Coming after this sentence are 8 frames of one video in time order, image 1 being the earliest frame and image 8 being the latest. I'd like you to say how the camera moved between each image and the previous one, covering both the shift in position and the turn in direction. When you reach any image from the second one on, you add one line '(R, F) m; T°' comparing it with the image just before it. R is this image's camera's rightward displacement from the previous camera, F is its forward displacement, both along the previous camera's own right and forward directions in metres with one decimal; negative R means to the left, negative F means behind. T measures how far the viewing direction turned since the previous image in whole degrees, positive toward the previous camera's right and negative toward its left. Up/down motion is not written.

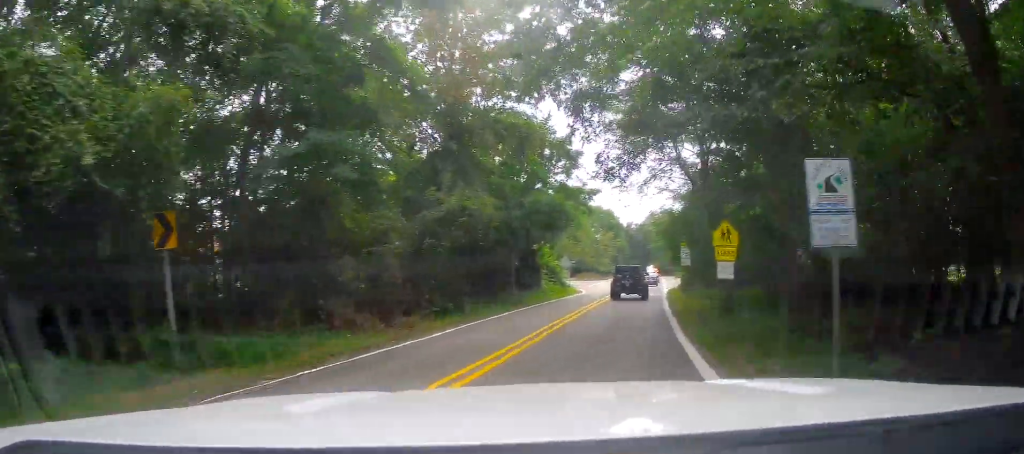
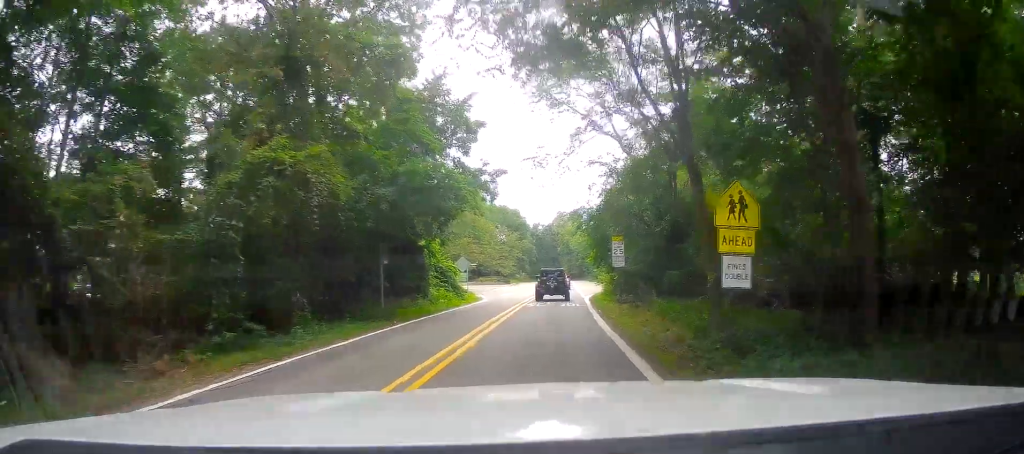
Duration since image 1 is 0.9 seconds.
(+1.0, +9.0) m; +17°
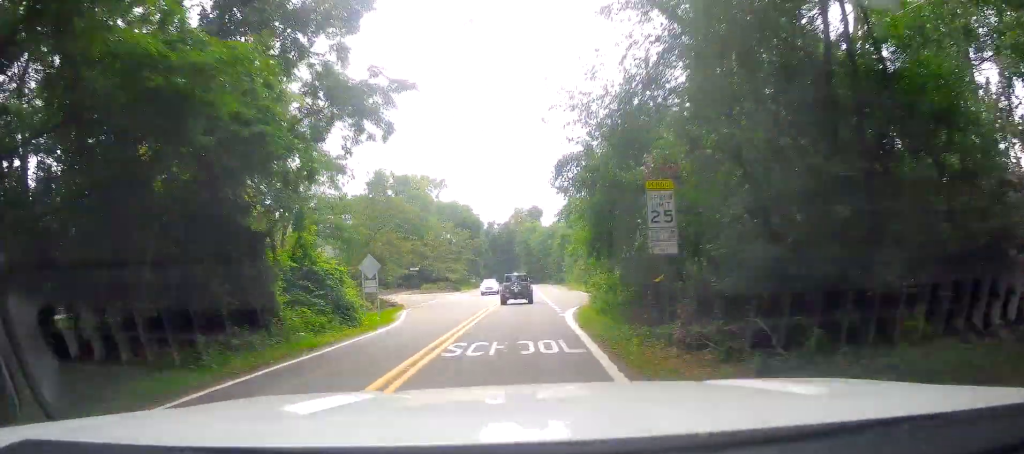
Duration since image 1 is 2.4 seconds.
(+3.6, +14.8) m; +18°
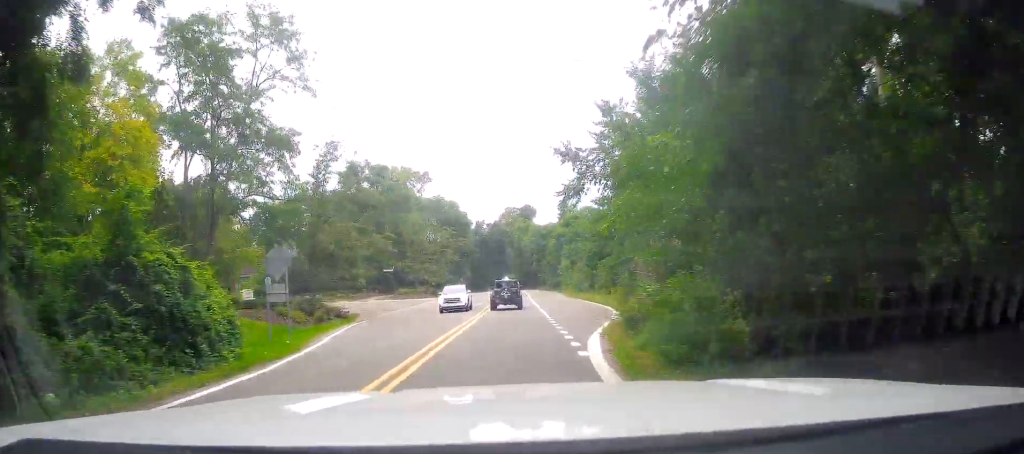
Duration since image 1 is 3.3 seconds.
(+0.5, +9.7) m; +4°
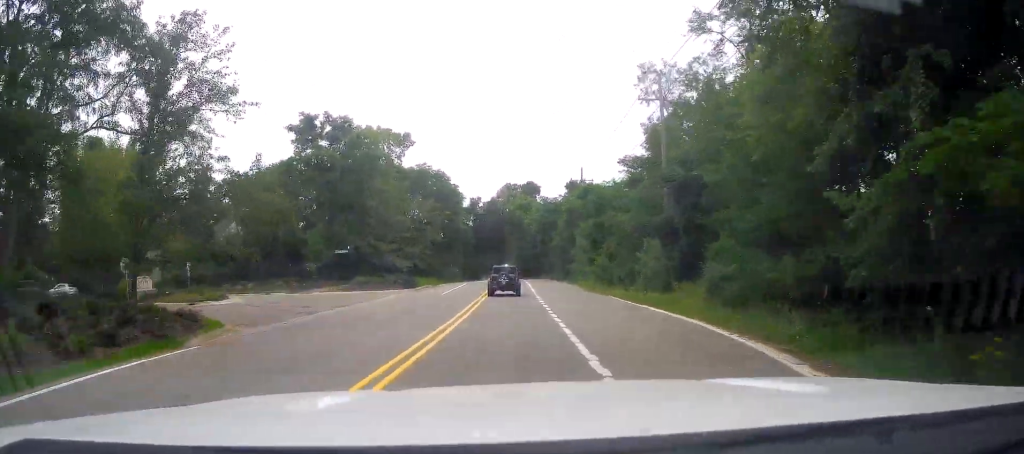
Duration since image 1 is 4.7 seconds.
(+0.5, +16.8) m; -1°
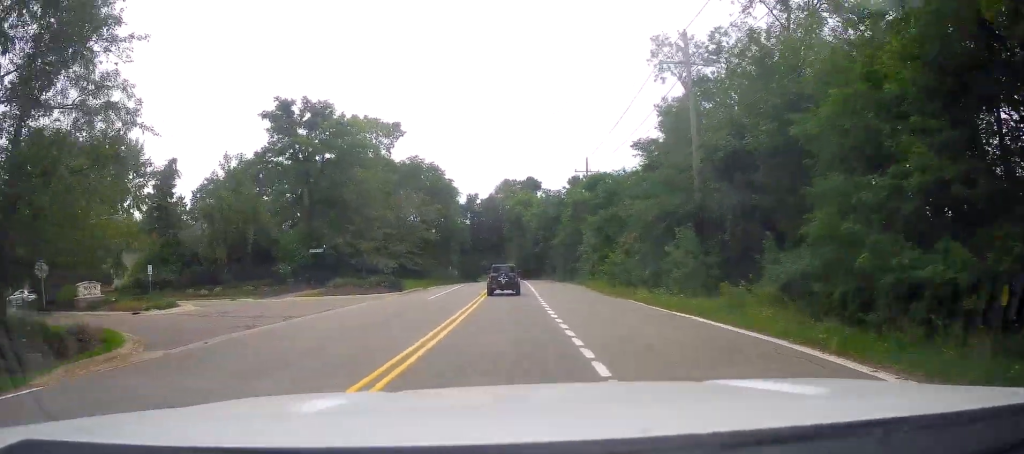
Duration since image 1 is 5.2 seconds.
(-0.1, +6.2) m; -1°
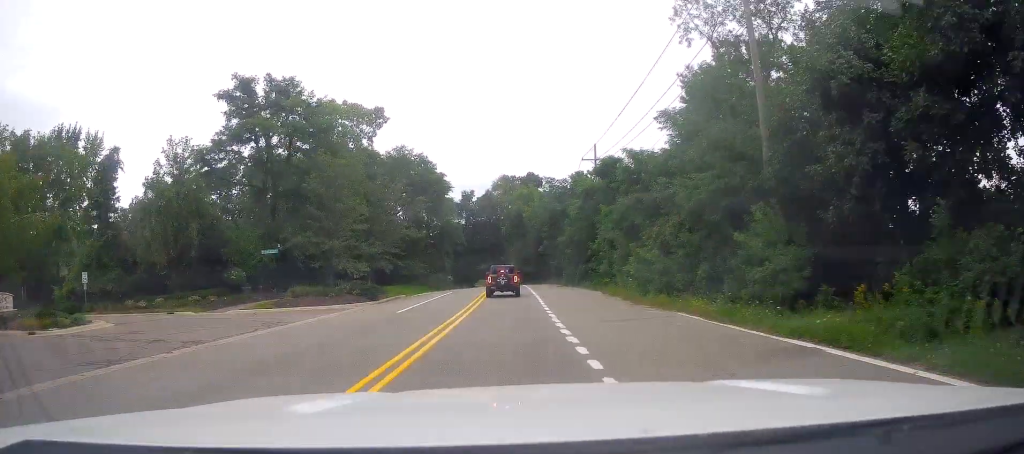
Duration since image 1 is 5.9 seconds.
(-0.5, +8.5) m; 0°
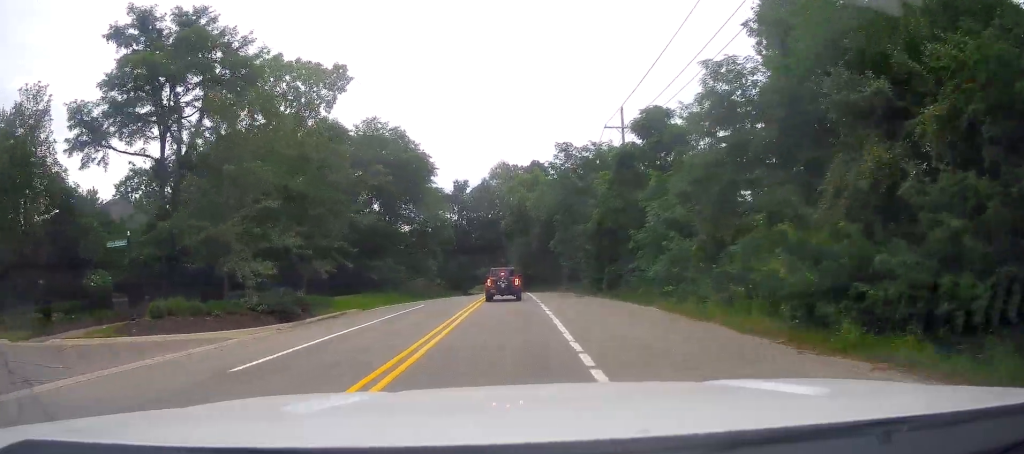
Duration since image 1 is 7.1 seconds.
(+0.9, +16.4) m; +3°
